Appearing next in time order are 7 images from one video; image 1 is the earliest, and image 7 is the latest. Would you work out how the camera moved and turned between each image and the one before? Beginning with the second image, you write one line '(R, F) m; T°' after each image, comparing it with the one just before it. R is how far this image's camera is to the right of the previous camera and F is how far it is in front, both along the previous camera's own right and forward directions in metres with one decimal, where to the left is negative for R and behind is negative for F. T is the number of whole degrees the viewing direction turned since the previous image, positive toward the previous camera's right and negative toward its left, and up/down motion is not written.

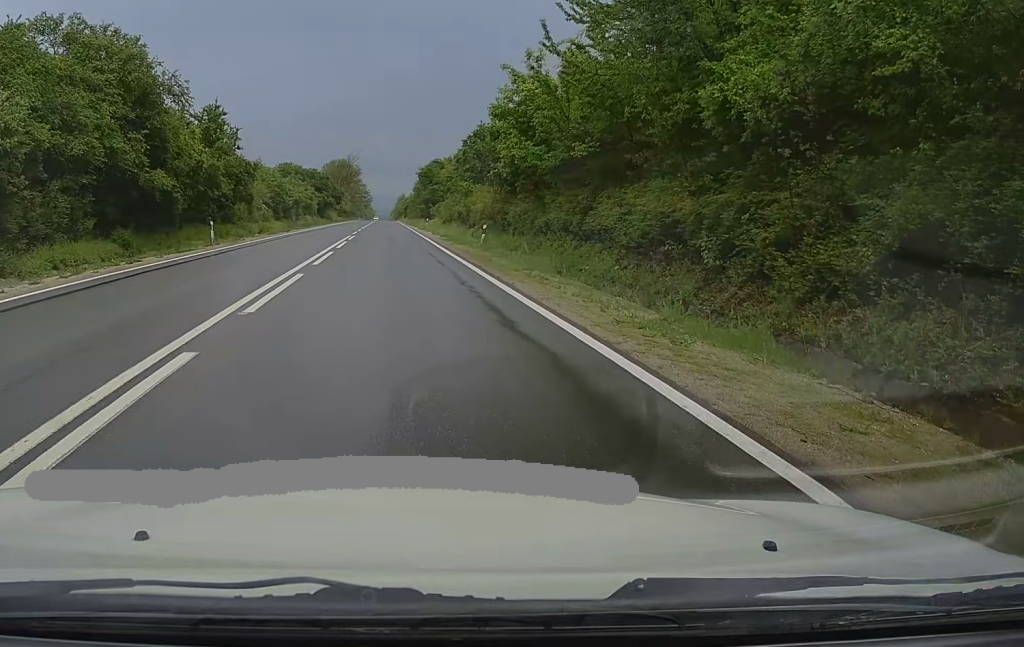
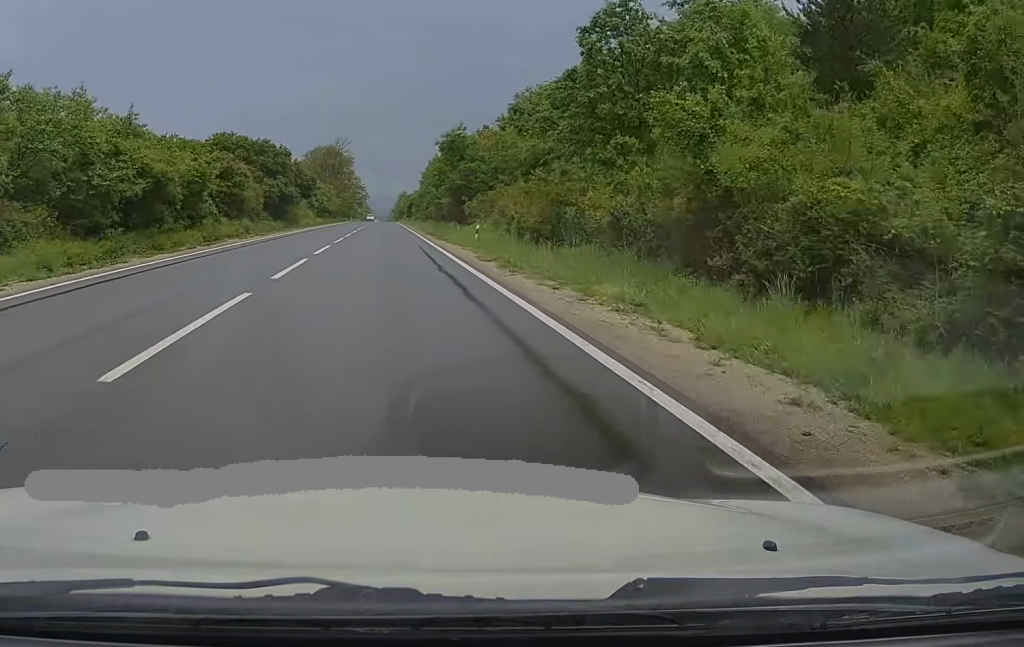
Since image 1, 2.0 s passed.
(+0.1, +49.3) m; 0°
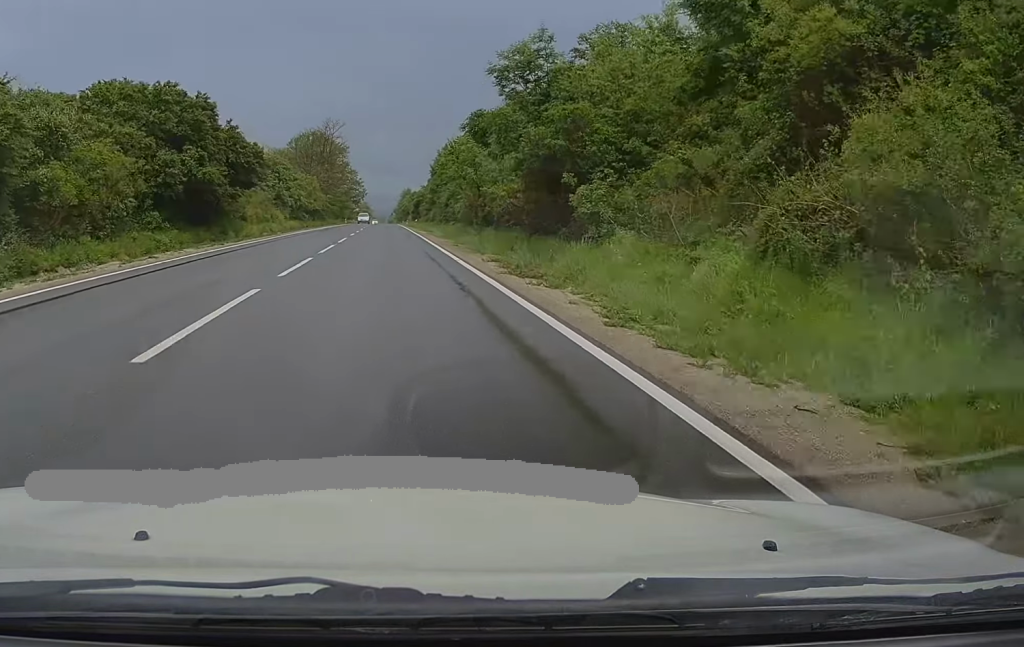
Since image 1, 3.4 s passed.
(0.0, +34.5) m; -1°
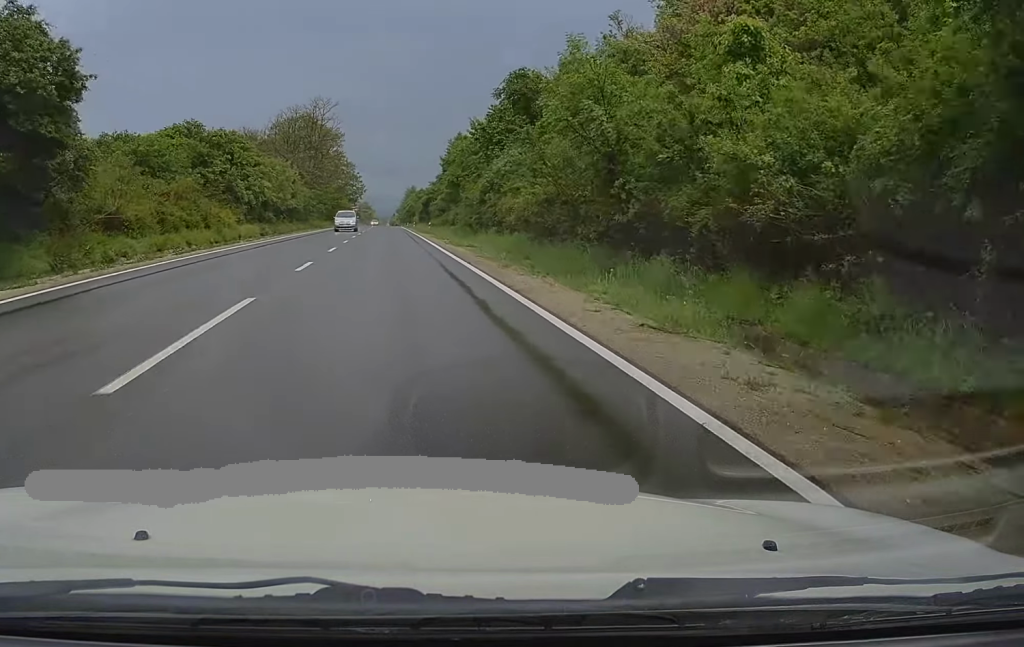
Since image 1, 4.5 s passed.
(-0.2, +28.0) m; 0°
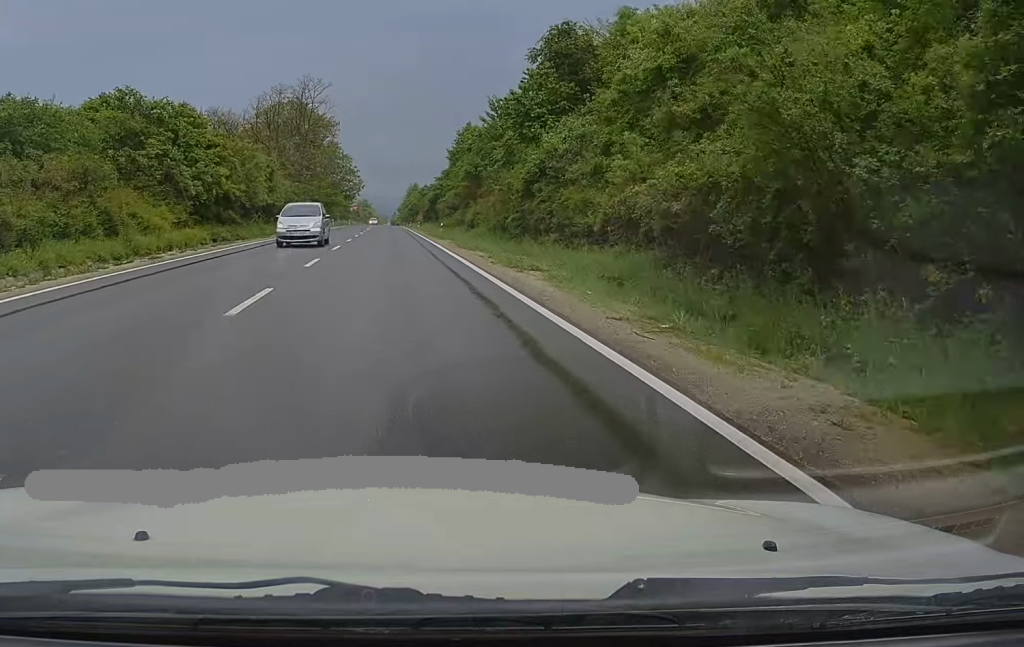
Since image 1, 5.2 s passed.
(+0.1, +16.6) m; 0°
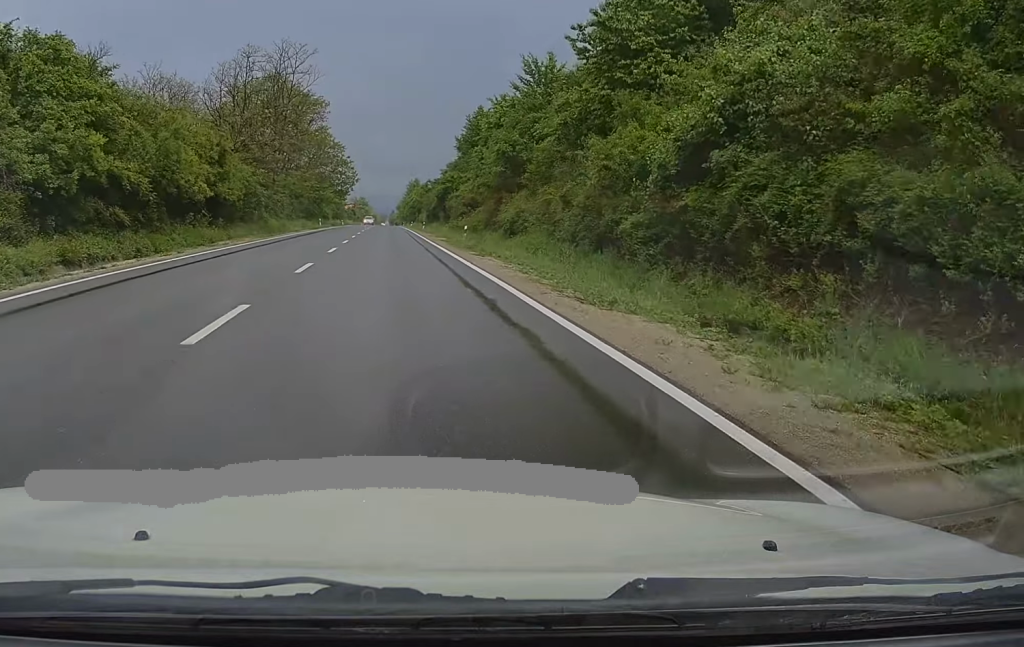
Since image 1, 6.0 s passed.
(+0.1, +20.0) m; 0°
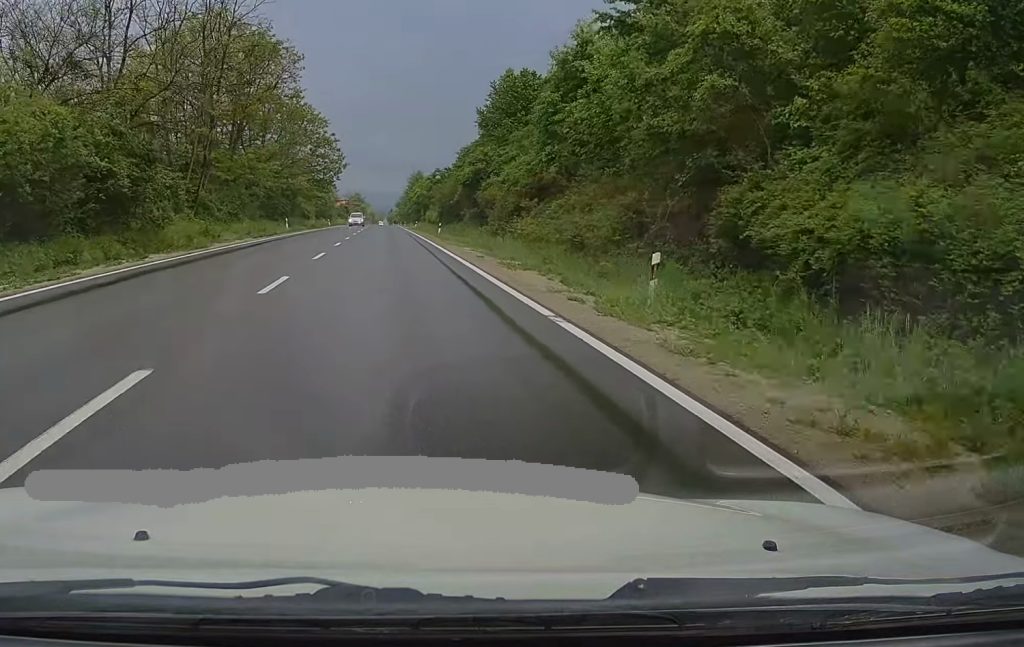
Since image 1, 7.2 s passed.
(-0.1, +31.1) m; 0°
